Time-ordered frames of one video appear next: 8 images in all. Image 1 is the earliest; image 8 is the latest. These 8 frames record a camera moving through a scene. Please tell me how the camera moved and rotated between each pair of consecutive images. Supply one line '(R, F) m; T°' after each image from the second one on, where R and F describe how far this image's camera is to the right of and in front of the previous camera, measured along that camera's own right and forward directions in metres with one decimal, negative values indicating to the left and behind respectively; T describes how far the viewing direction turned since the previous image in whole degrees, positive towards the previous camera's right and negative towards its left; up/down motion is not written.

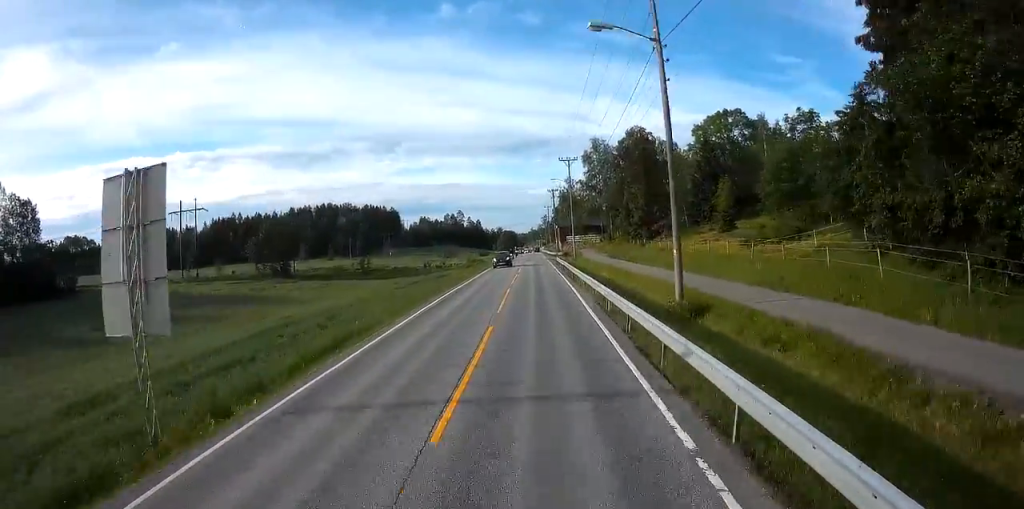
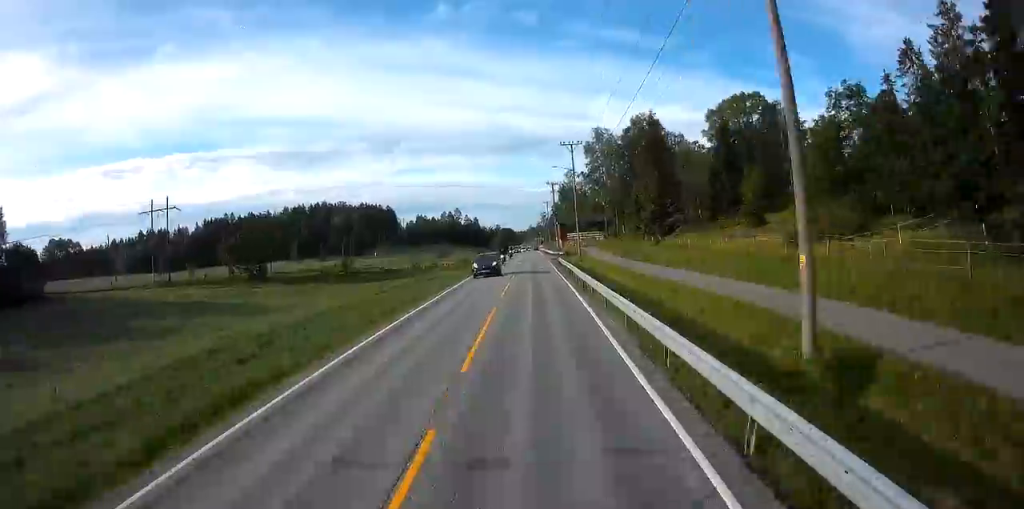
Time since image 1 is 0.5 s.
(0.0, +8.7) m; 0°
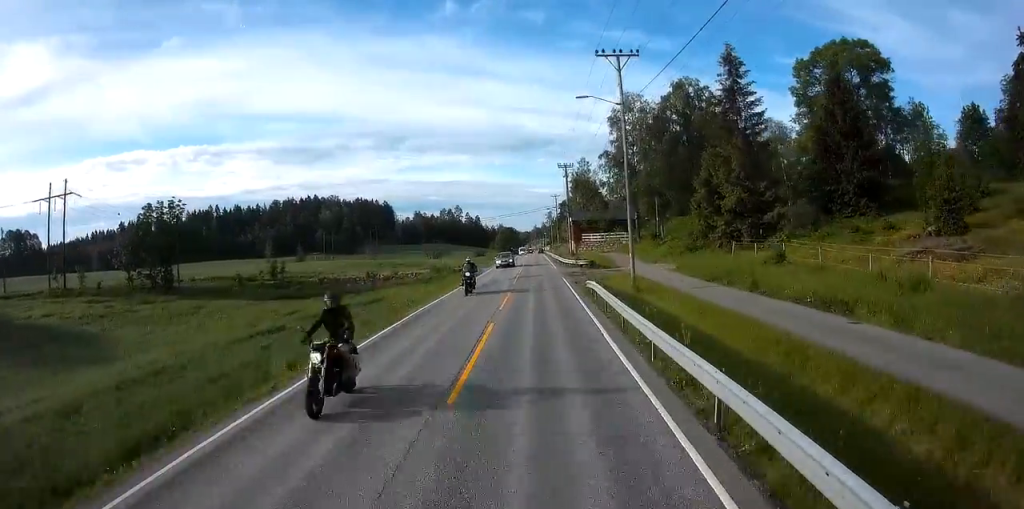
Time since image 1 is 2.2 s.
(0.0, +27.0) m; 0°
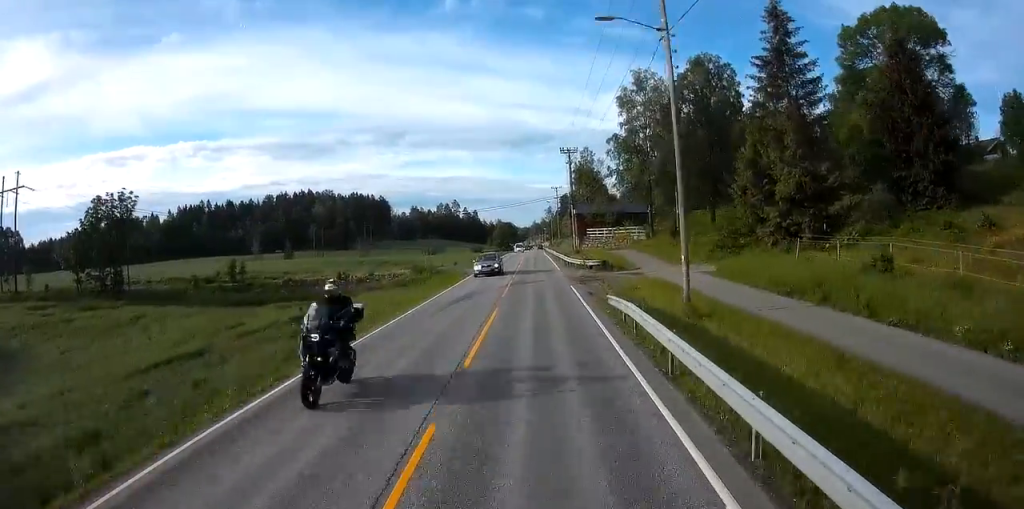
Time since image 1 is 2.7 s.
(0.0, +9.4) m; 0°
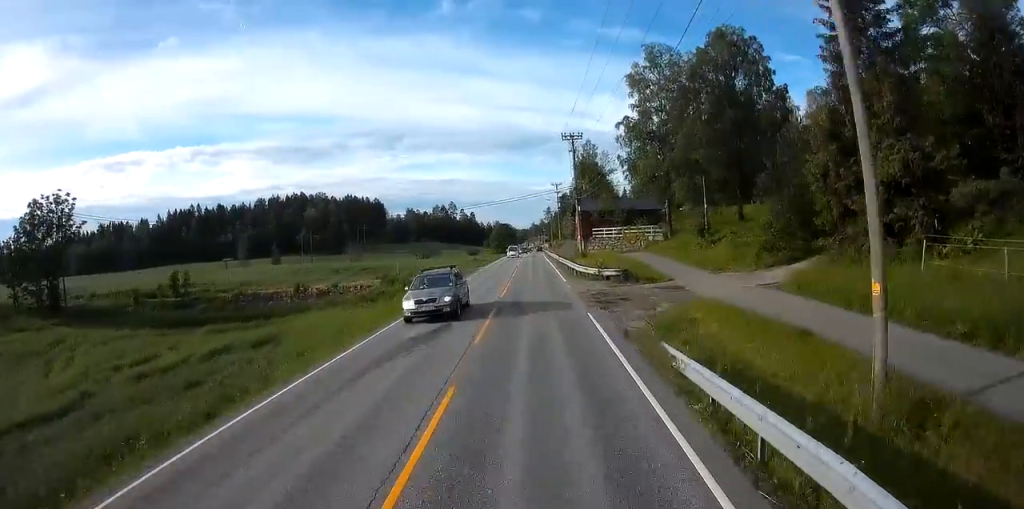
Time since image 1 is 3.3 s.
(0.0, +10.0) m; 0°
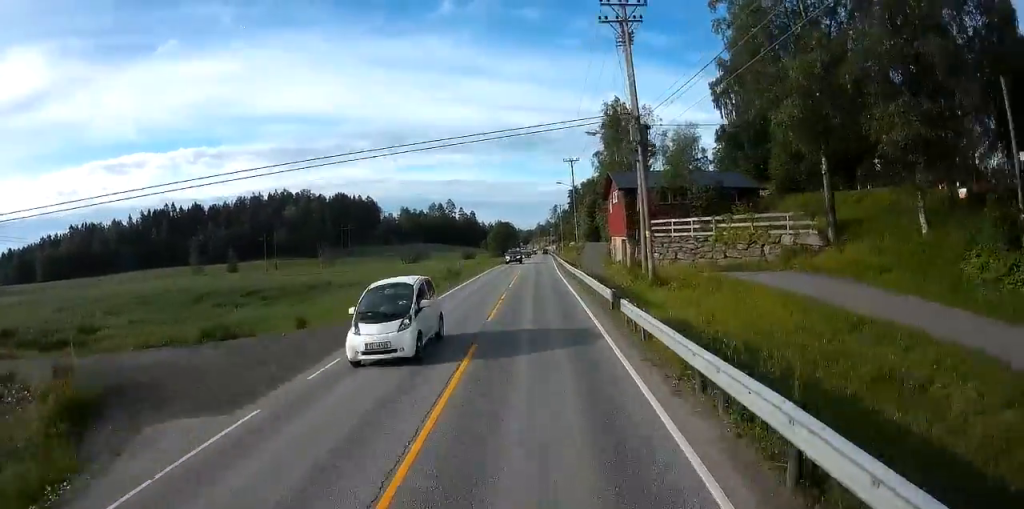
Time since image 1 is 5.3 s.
(-0.1, +32.2) m; -1°
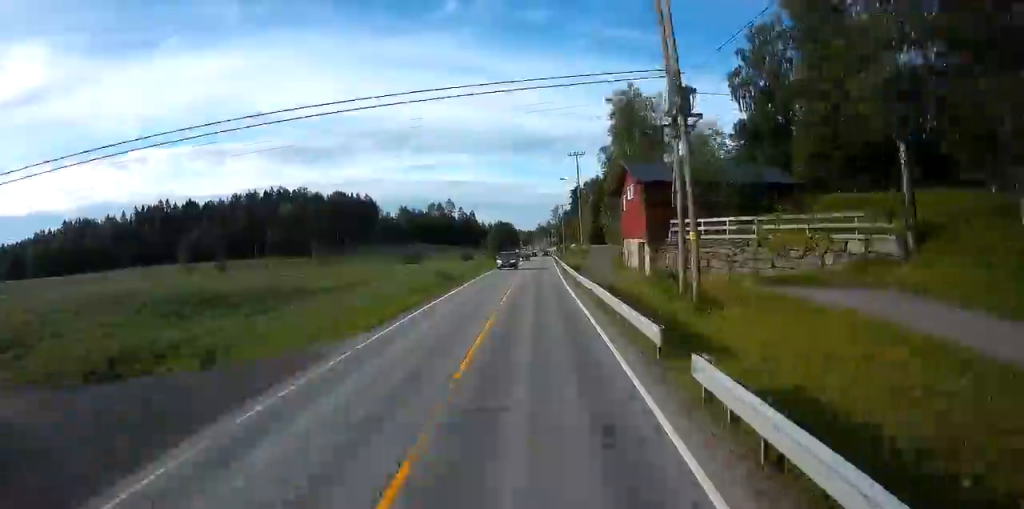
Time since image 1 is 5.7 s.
(0.0, +6.5) m; 0°
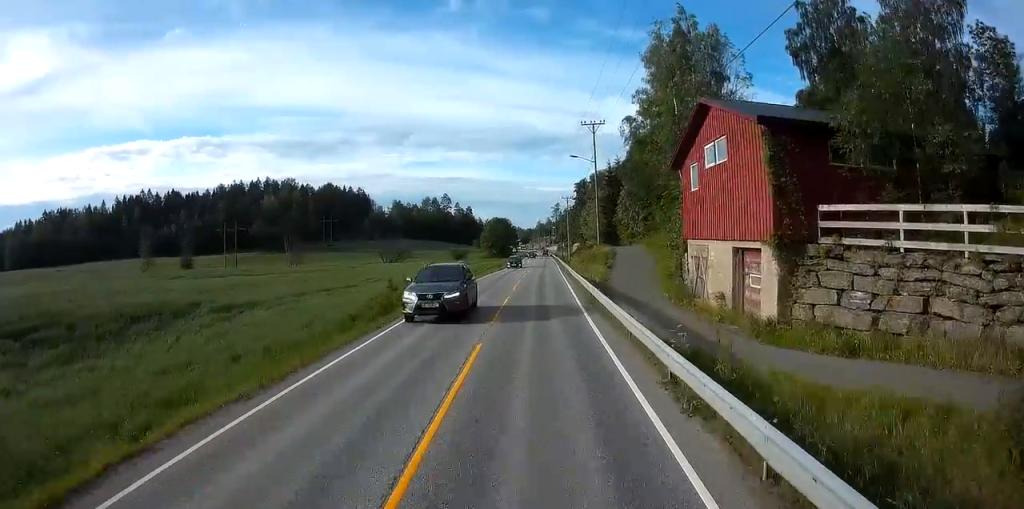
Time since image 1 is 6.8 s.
(0.0, +17.3) m; 0°
